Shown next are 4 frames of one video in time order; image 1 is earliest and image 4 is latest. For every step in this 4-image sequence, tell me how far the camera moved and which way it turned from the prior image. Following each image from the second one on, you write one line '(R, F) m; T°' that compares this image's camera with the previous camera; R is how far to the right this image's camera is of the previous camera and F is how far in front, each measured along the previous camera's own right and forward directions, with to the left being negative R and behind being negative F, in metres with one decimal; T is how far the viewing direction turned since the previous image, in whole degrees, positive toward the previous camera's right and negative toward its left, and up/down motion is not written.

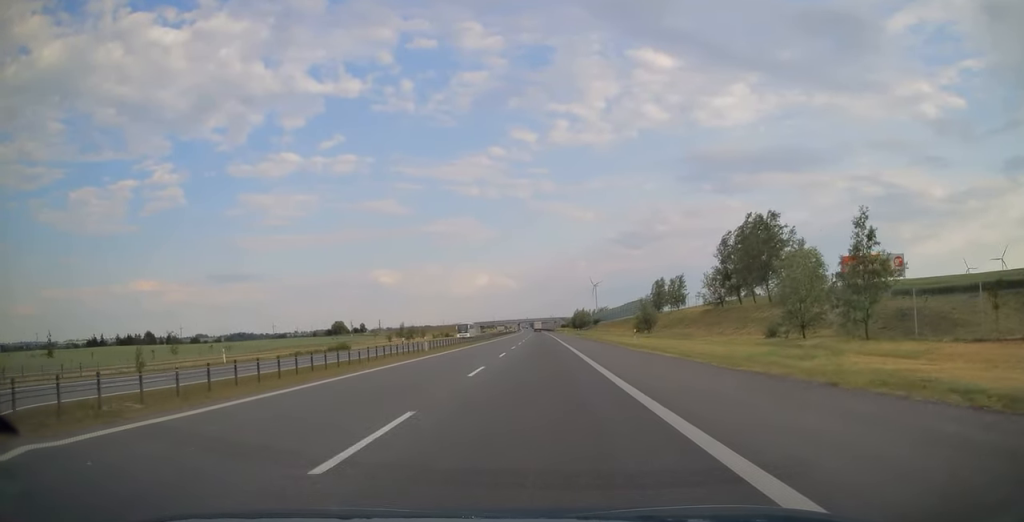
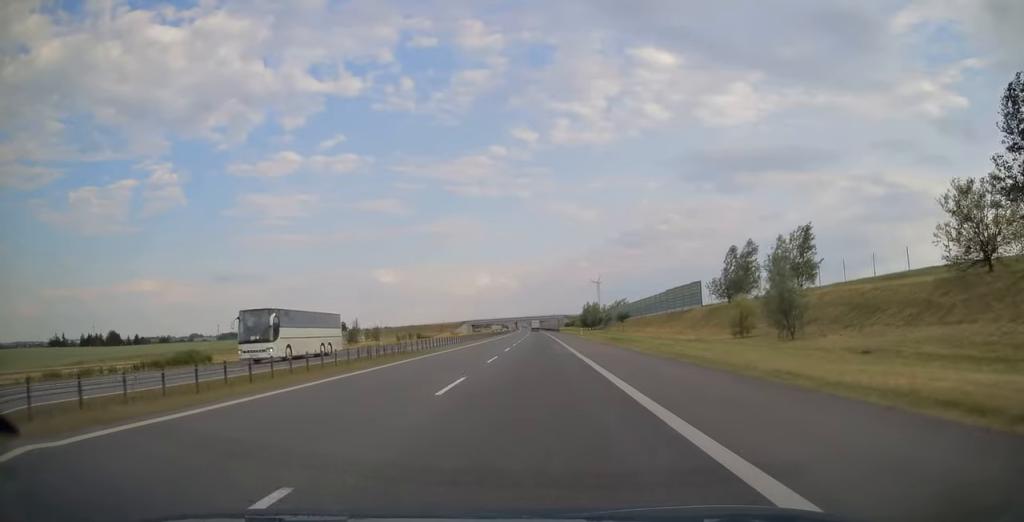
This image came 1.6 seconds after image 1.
(-0.4, +52.9) m; 0°
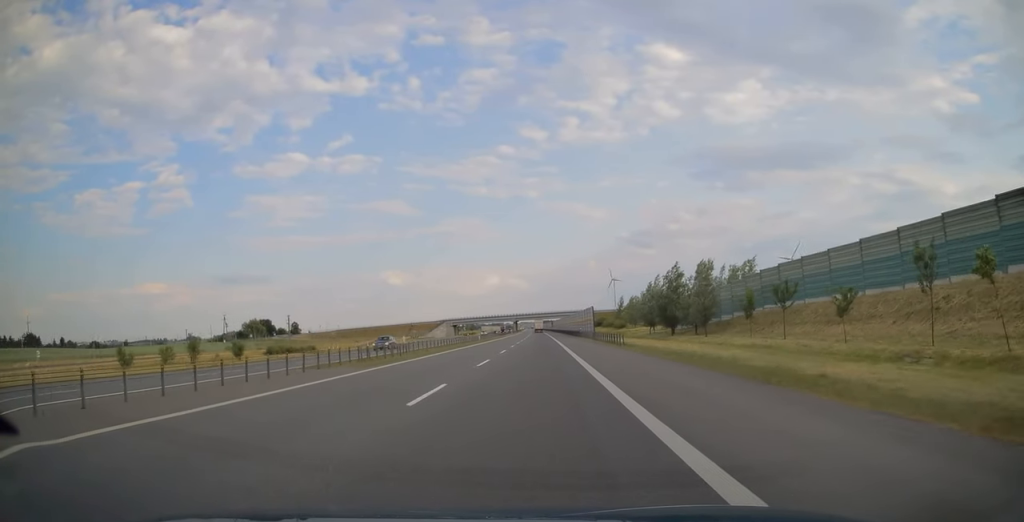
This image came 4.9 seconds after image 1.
(-0.1, +109.1) m; 0°
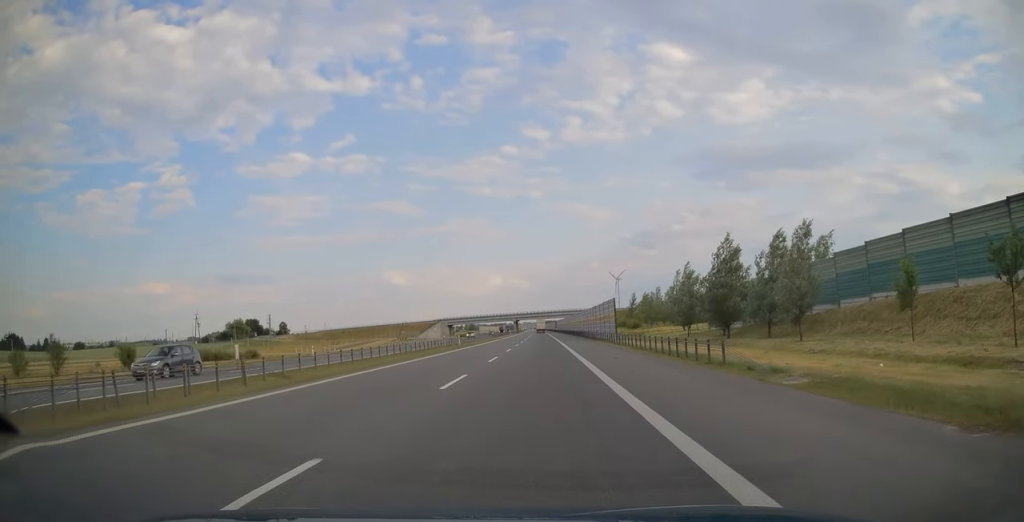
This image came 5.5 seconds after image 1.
(+0.1, +21.0) m; 0°
